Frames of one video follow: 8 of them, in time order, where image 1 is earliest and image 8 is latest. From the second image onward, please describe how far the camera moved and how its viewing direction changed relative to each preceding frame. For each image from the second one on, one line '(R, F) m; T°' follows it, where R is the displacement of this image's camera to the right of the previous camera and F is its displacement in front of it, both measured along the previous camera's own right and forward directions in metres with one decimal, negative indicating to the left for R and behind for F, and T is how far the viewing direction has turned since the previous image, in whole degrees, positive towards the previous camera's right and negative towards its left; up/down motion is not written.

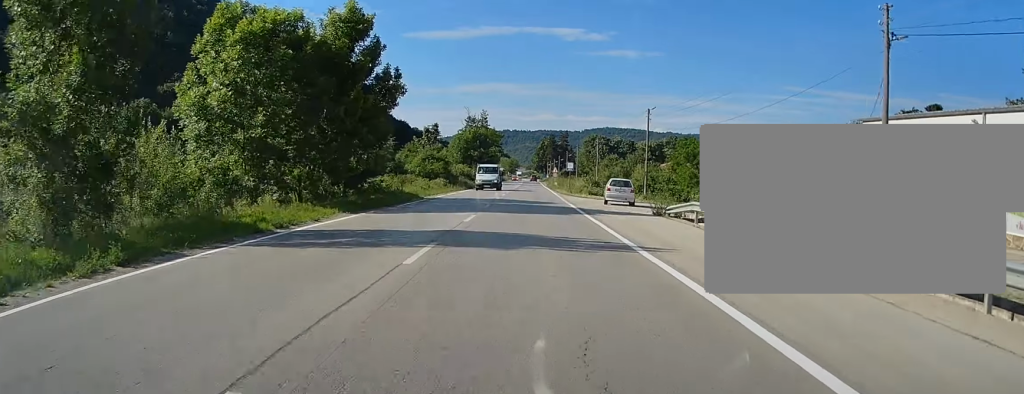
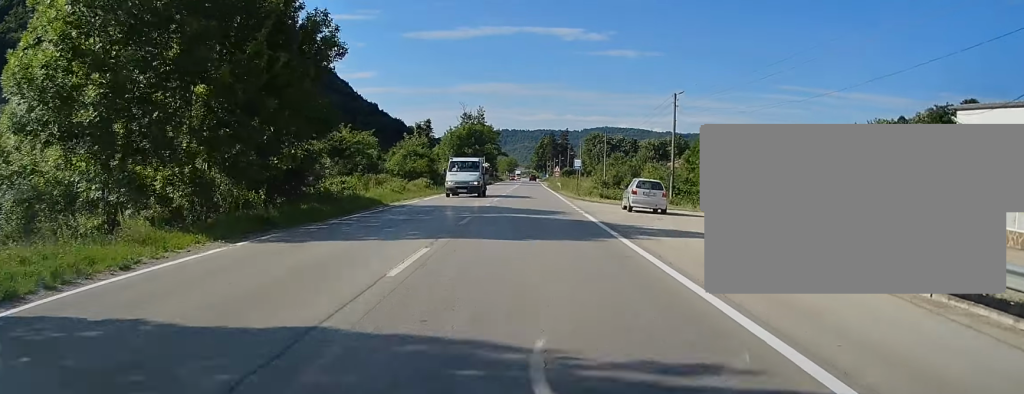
(0.0, +9.9) m; 0°
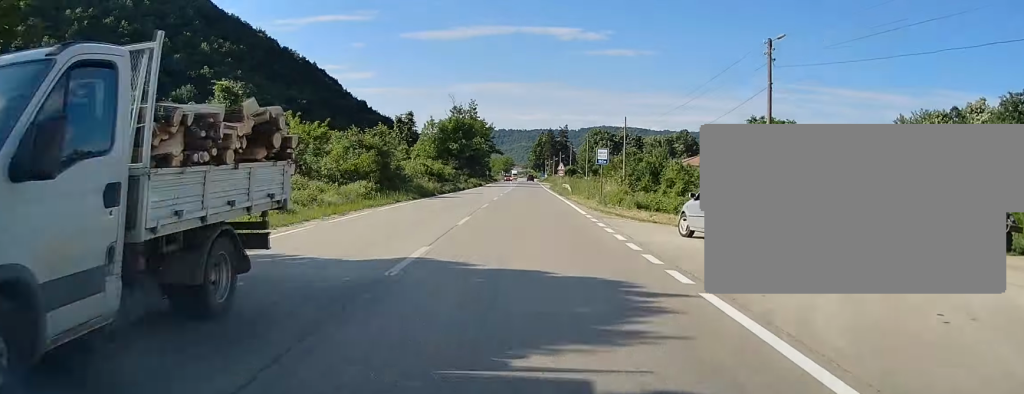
(0.0, +17.8) m; 0°
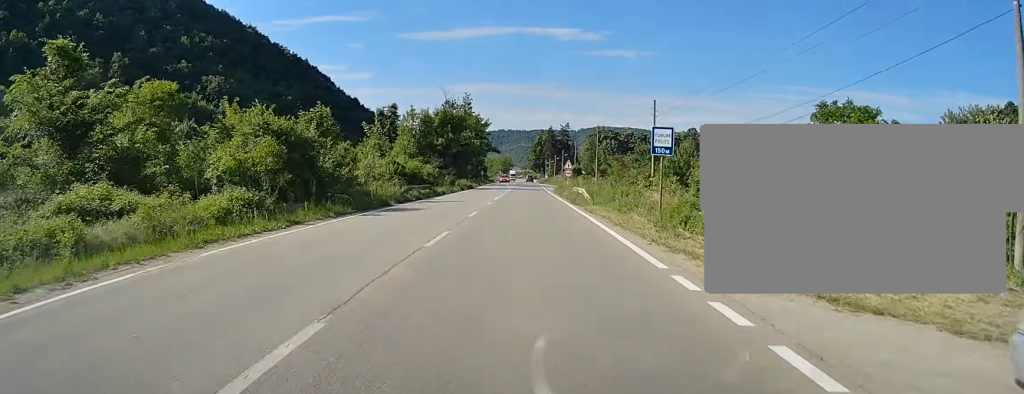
(0.0, +14.5) m; 0°
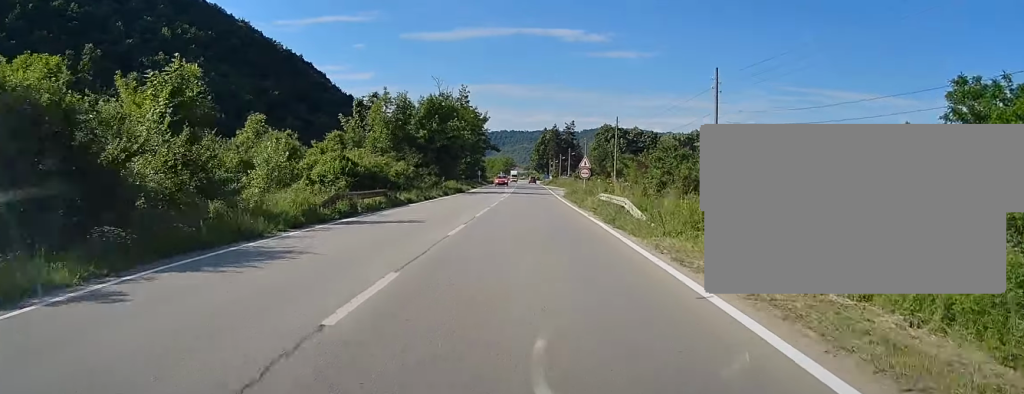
(+0.1, +15.0) m; 0°
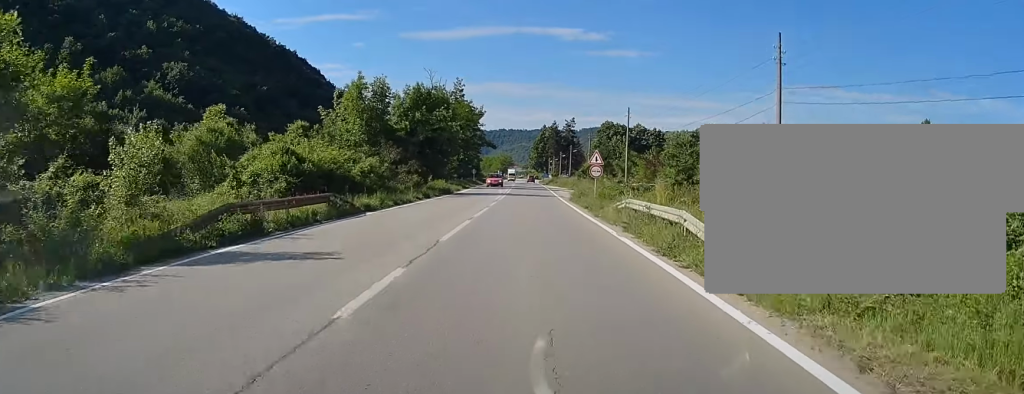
(+0.1, +8.5) m; 0°
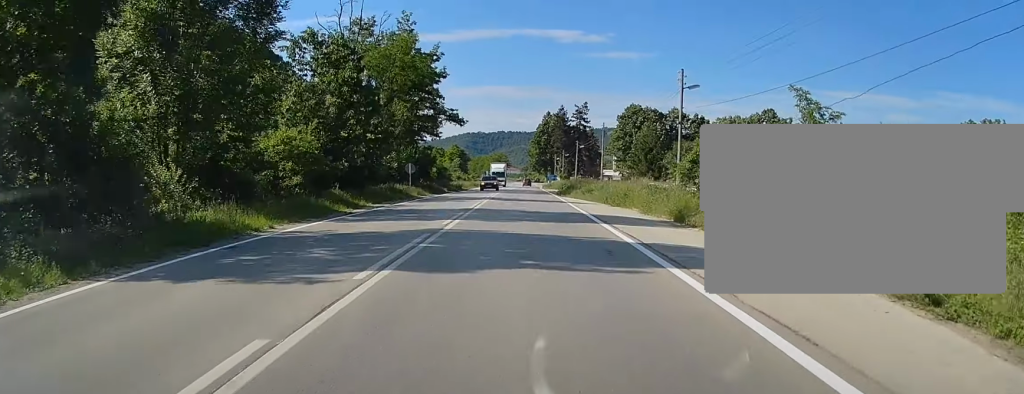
(-0.2, +58.0) m; 0°
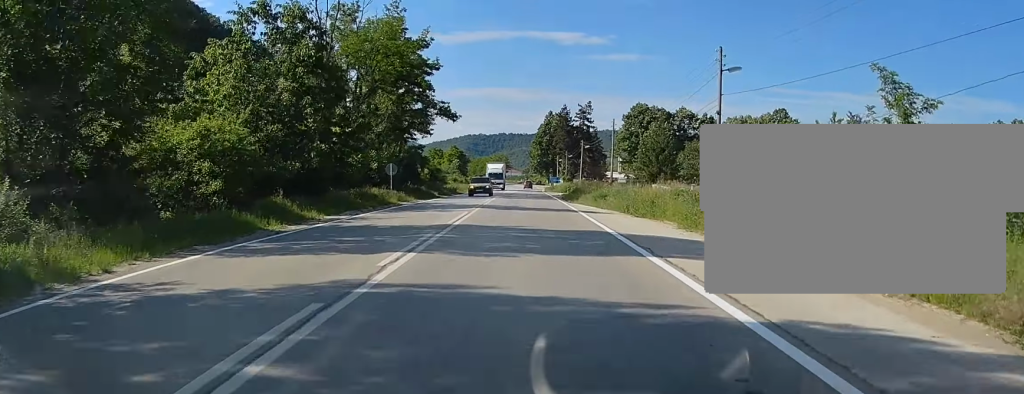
(0.0, +7.5) m; 0°
